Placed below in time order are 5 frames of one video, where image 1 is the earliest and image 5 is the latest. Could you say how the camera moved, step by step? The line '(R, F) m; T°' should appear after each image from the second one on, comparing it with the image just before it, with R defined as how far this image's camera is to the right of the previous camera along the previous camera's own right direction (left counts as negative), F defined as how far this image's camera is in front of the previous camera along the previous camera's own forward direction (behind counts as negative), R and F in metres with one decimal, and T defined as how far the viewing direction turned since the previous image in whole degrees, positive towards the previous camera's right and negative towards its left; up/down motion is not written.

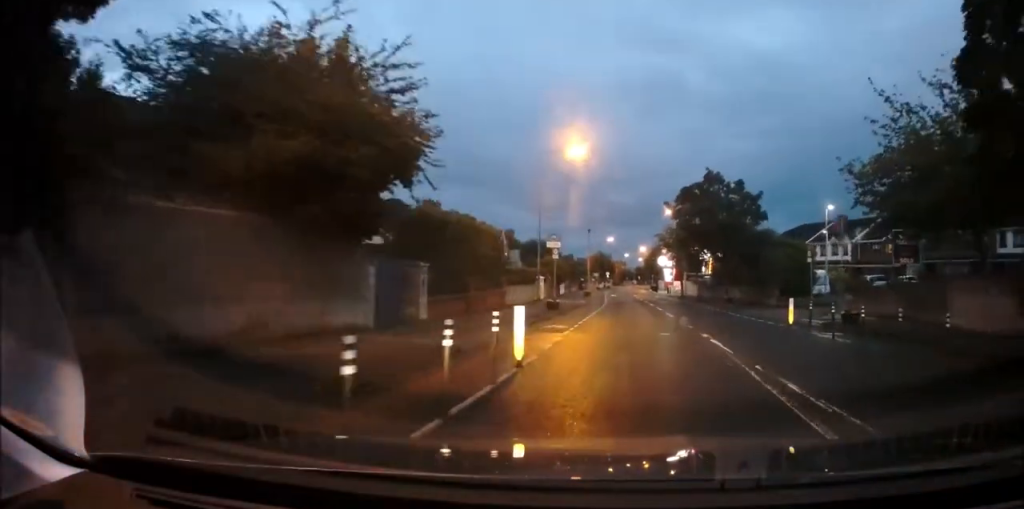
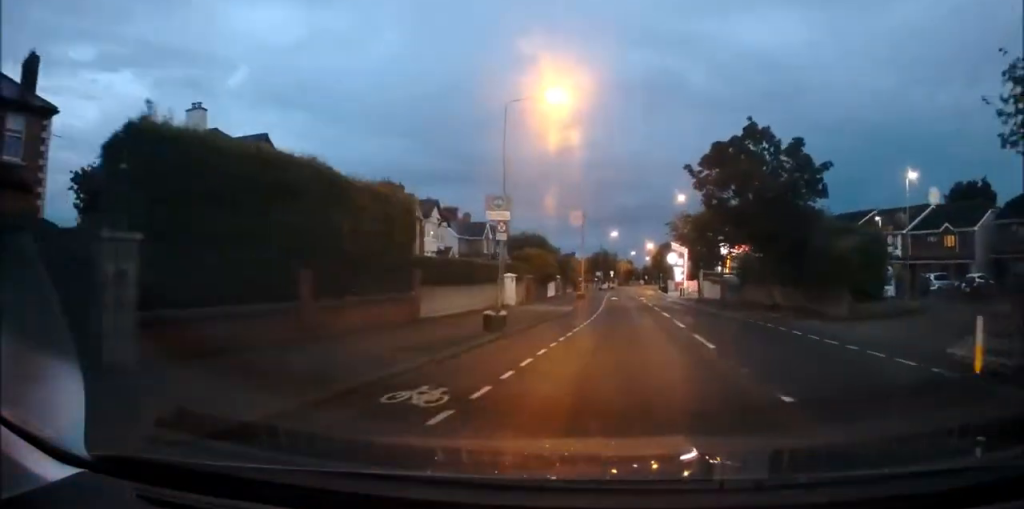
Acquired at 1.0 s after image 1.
(+0.4, +11.8) m; +1°
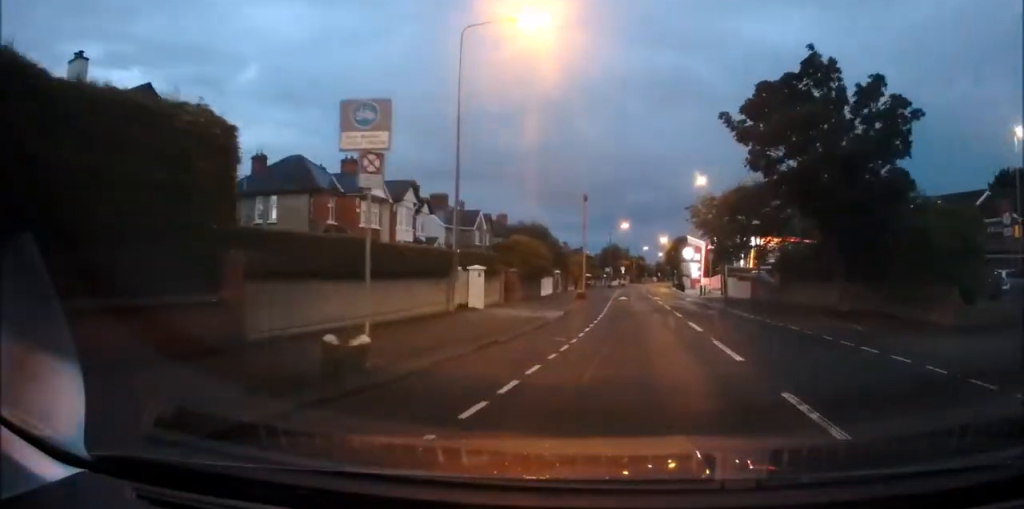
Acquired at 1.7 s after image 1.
(0.0, +8.7) m; -2°
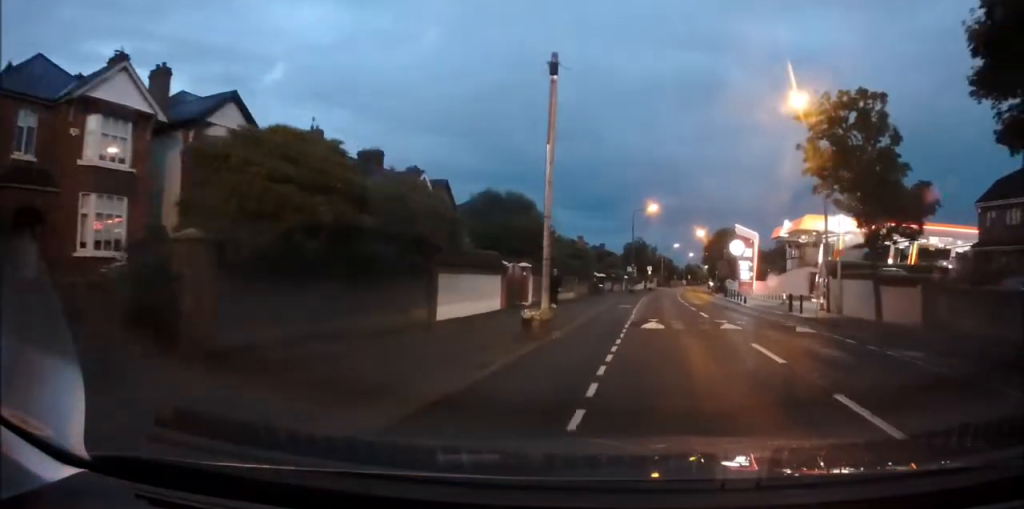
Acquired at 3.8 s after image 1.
(-0.6, +23.8) m; -2°
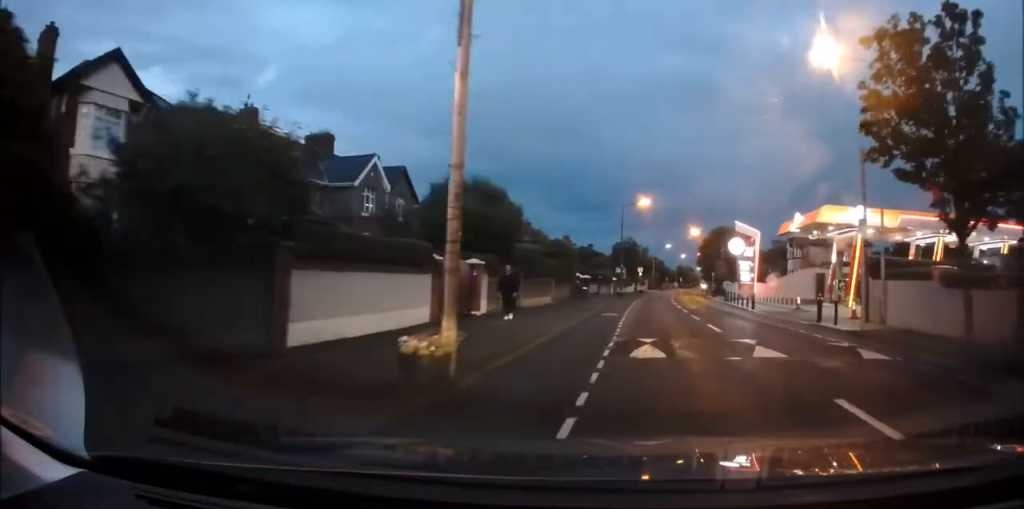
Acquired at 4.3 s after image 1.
(-0.1, +6.3) m; 0°
